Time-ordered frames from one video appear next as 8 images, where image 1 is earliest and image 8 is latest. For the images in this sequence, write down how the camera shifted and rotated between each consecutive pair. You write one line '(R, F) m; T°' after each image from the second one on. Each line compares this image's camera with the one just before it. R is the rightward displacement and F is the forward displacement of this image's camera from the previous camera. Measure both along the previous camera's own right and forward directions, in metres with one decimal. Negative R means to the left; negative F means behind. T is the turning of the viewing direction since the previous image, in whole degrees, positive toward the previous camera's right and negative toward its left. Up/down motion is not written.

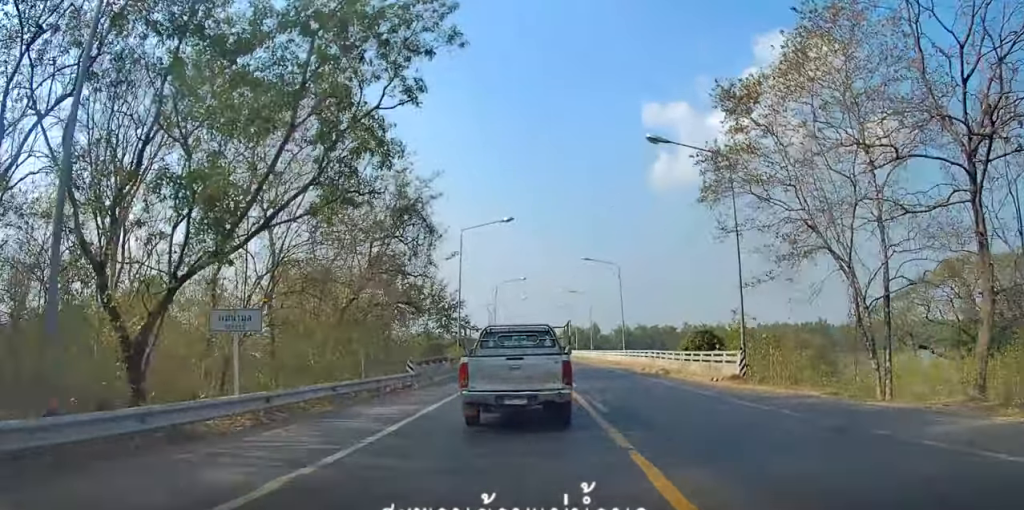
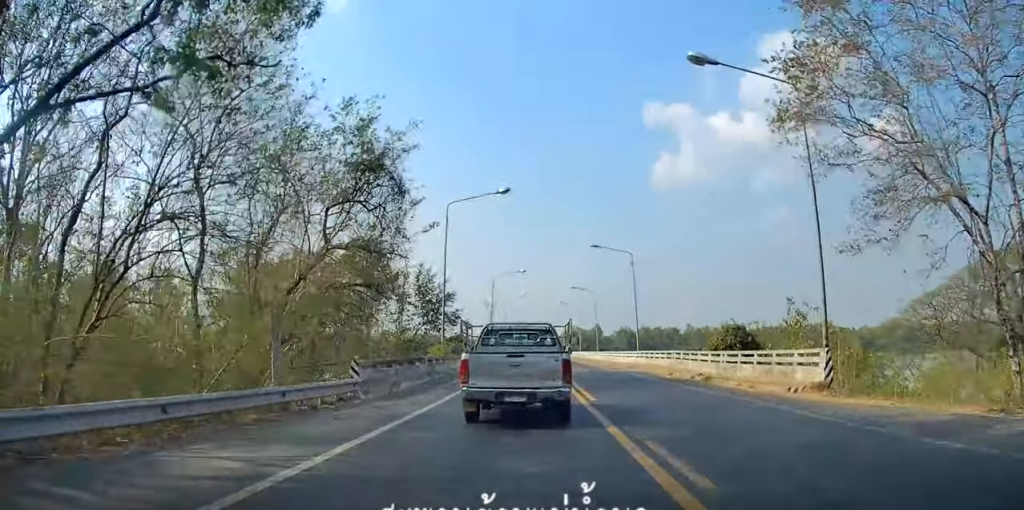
(0.0, +7.7) m; 0°
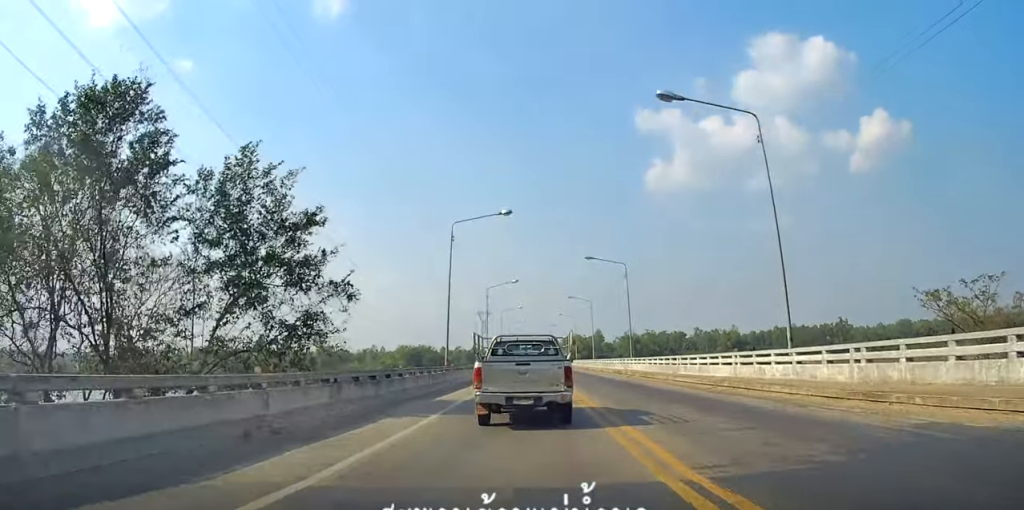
(0.0, +31.9) m; 0°
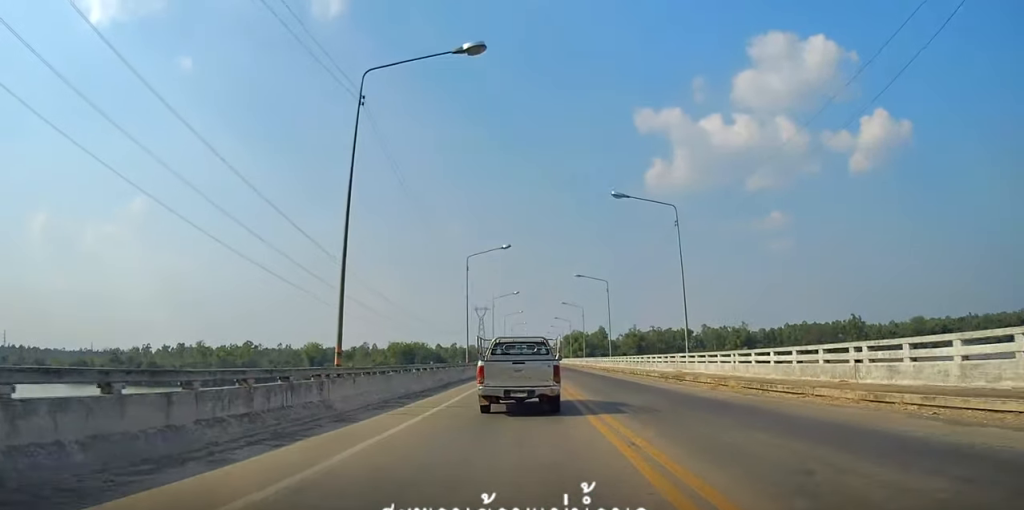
(+0.6, +20.5) m; +3°
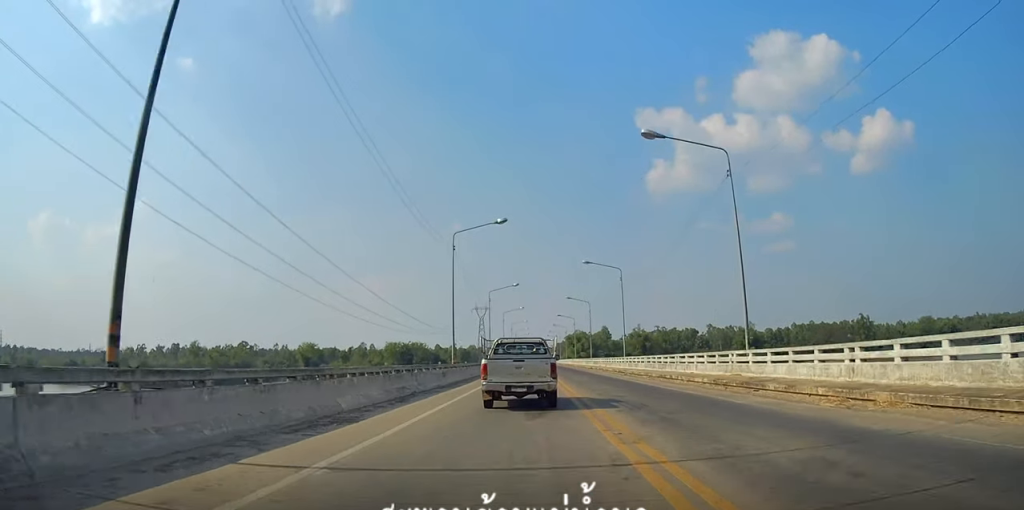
(+0.2, +9.6) m; -1°
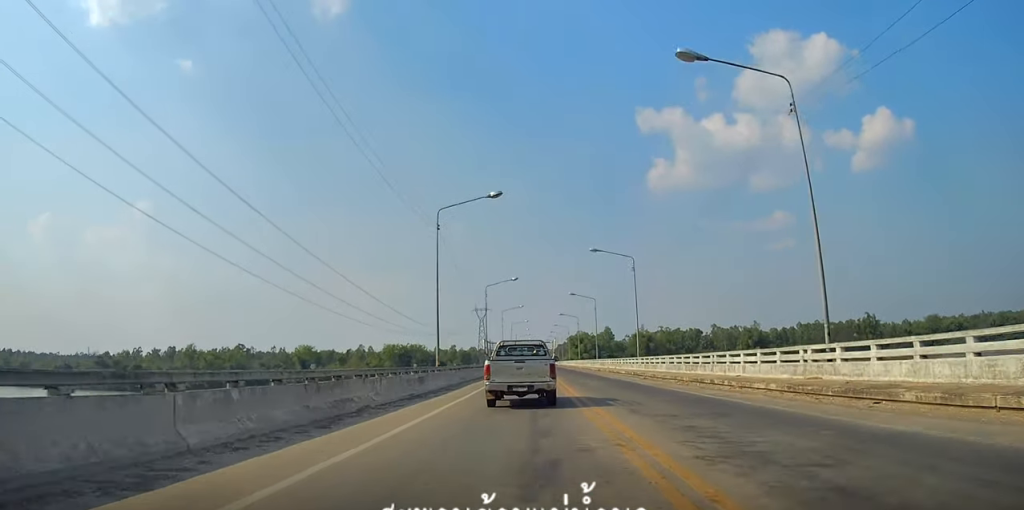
(-0.3, +6.9) m; -2°
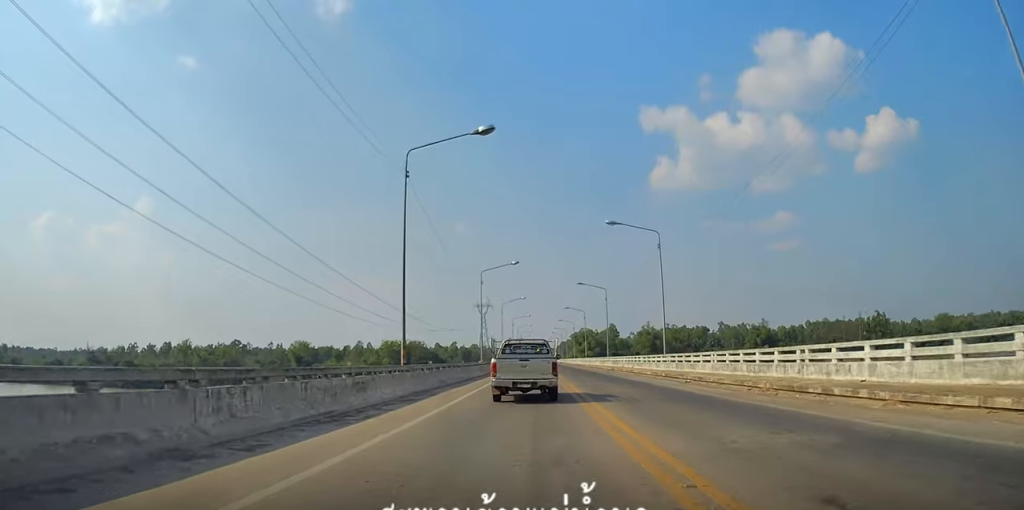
(-0.2, +9.1) m; -2°
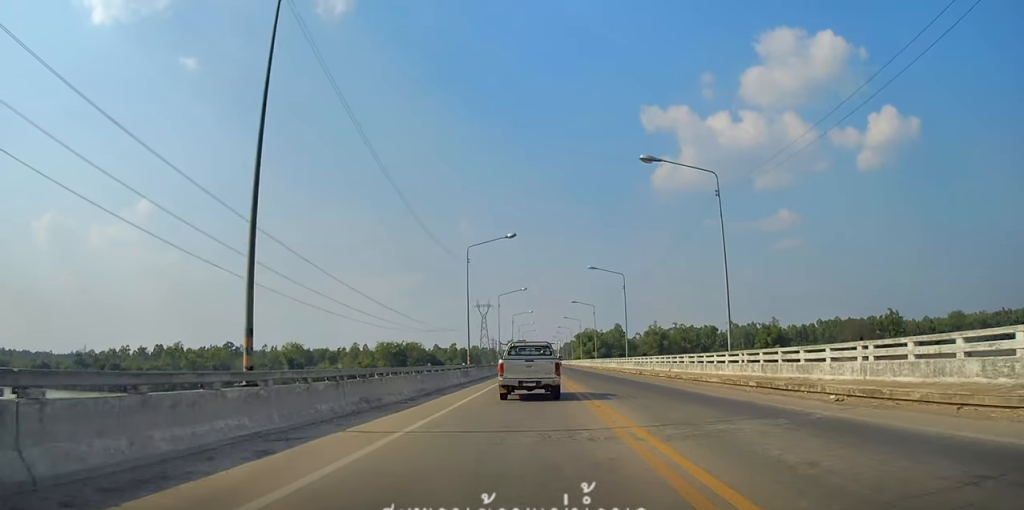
(-0.1, +13.4) m; -1°
